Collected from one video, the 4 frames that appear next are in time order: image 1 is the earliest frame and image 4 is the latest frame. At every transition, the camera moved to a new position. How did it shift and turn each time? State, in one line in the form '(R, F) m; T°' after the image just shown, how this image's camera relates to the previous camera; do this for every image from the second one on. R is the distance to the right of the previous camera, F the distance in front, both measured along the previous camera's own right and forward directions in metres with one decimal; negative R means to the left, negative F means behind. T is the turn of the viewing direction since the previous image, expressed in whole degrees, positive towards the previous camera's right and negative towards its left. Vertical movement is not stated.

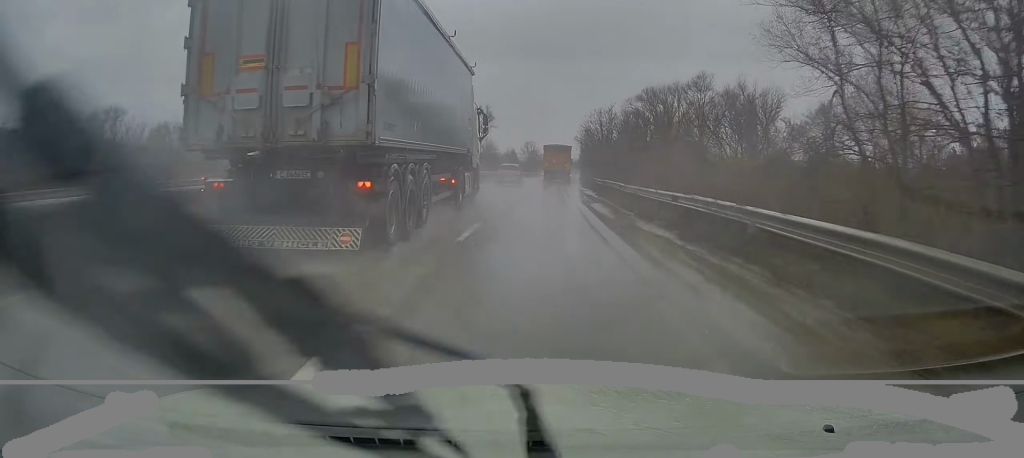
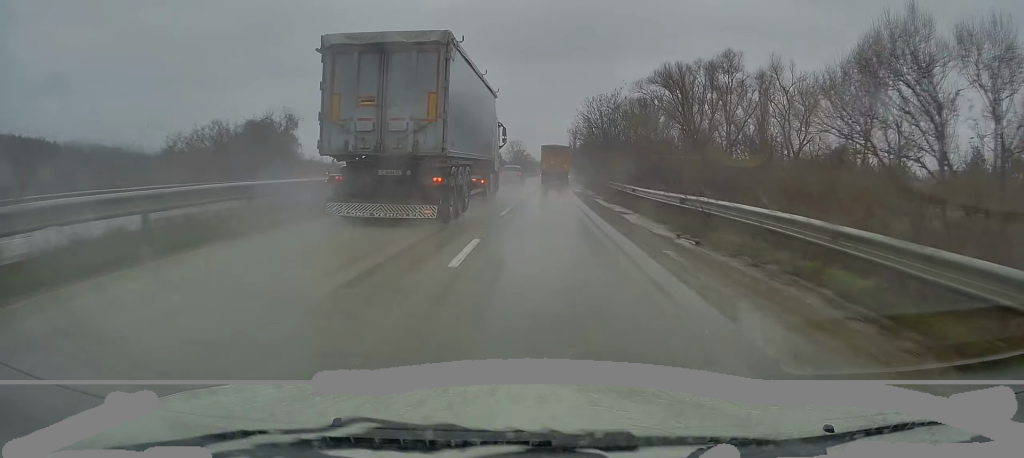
(+0.2, +20.6) m; +2°
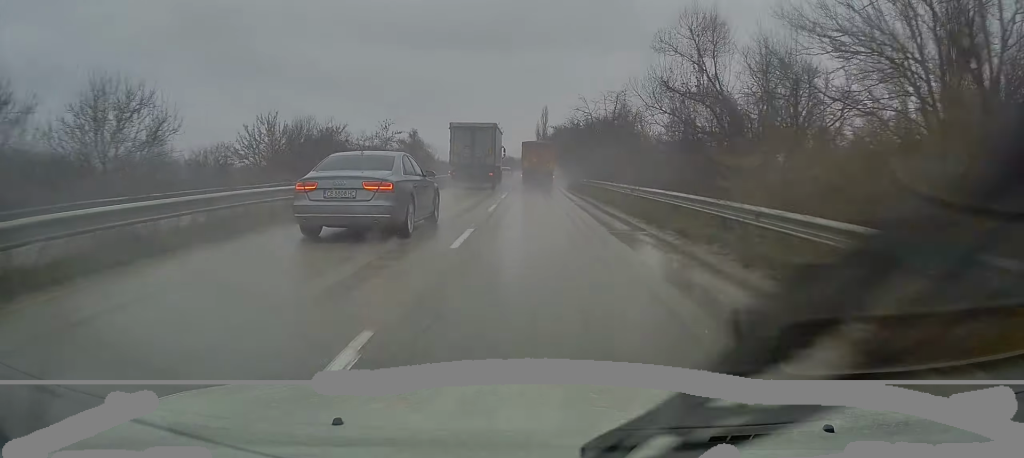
(+2.8, +95.8) m; +2°
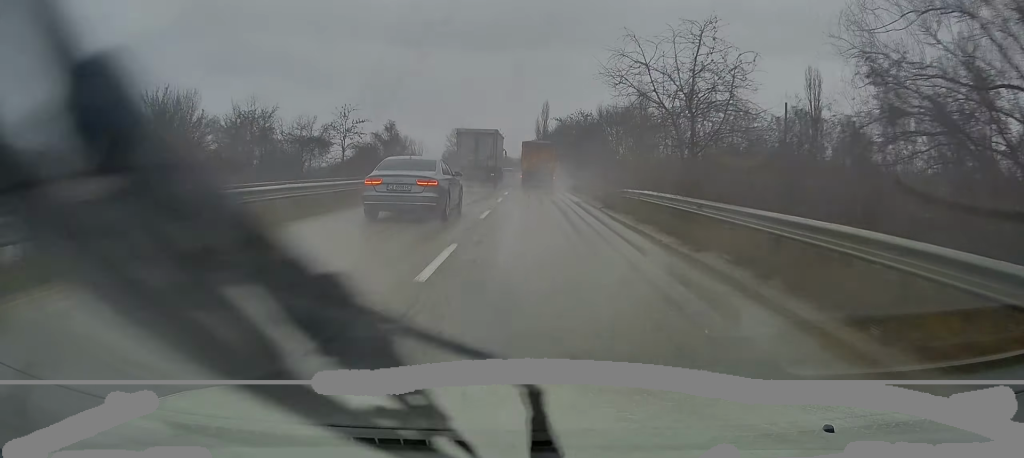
(+0.1, +20.6) m; 0°
